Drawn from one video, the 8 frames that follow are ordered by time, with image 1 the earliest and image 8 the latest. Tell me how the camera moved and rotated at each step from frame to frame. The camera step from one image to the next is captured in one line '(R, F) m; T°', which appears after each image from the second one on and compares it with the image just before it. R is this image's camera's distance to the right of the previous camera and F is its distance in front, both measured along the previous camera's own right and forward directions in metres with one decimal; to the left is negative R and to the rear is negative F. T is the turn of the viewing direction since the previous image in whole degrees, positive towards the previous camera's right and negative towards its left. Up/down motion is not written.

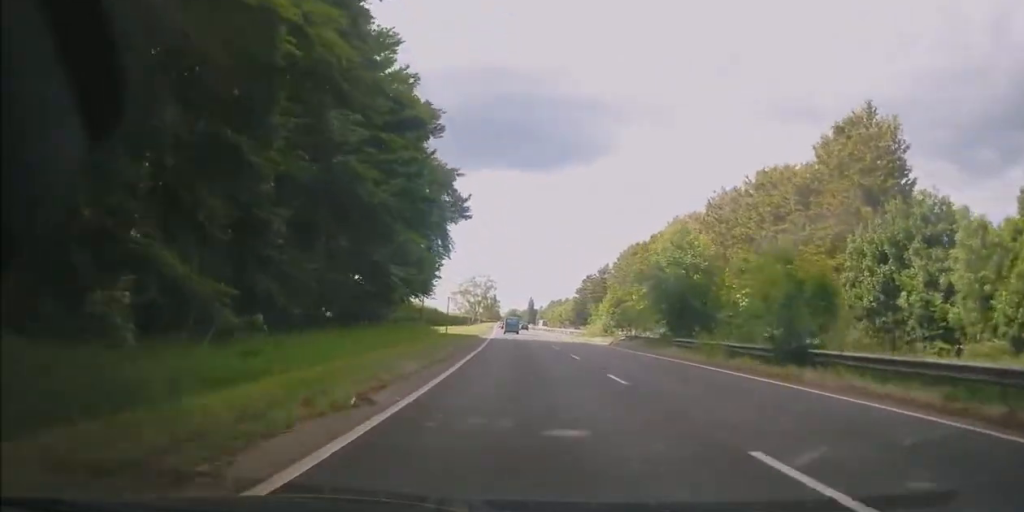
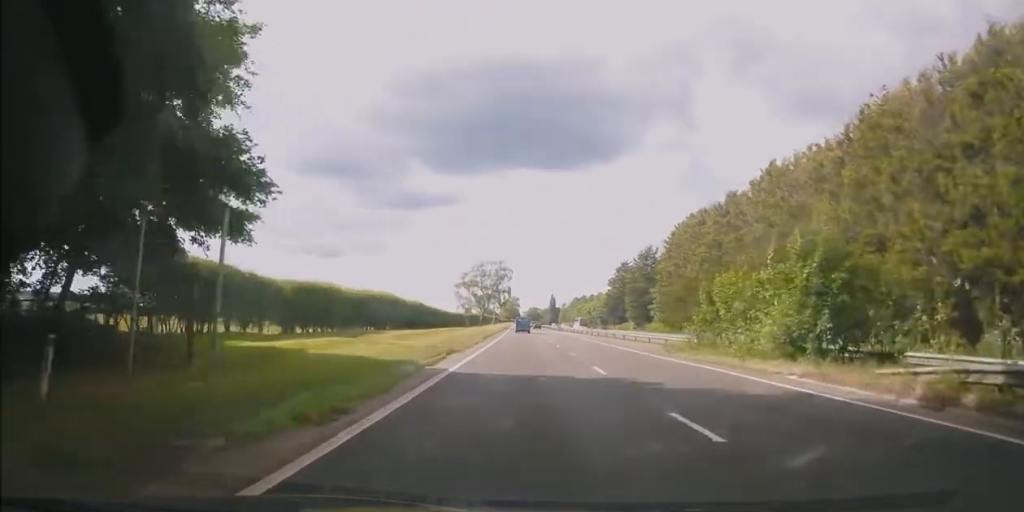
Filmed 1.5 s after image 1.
(-1.5, +32.8) m; -2°
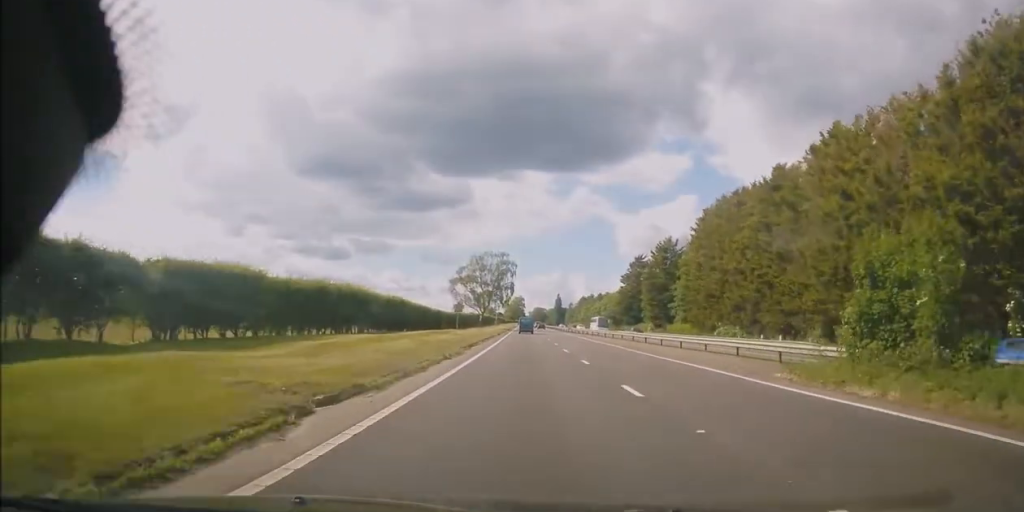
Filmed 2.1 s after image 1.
(+0.1, +13.7) m; 0°
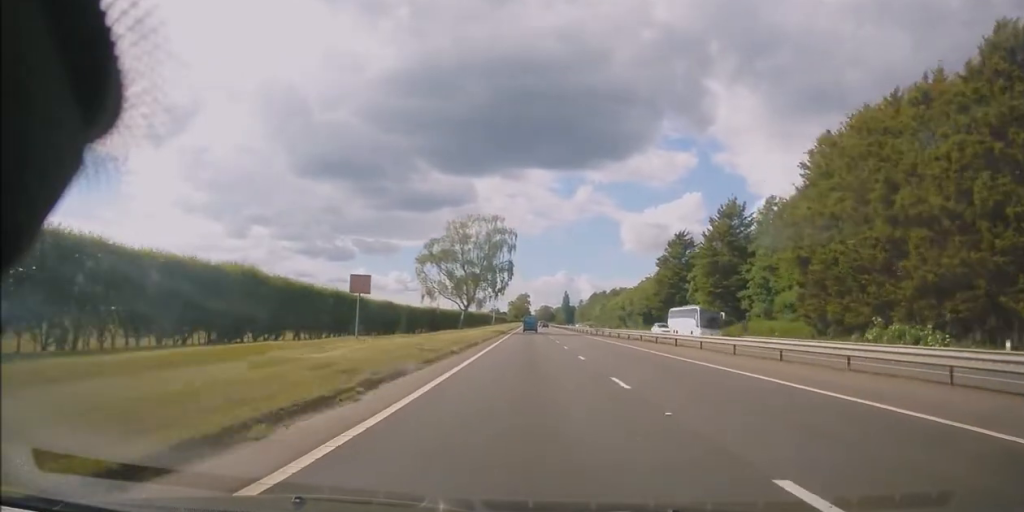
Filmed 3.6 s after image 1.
(-0.1, +36.0) m; 0°
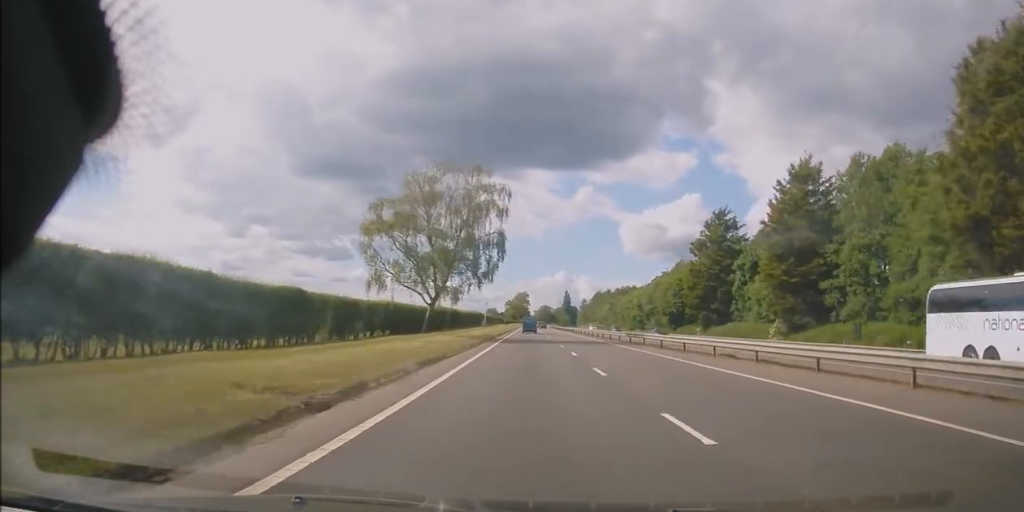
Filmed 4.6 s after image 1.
(+0.1, +23.7) m; 0°
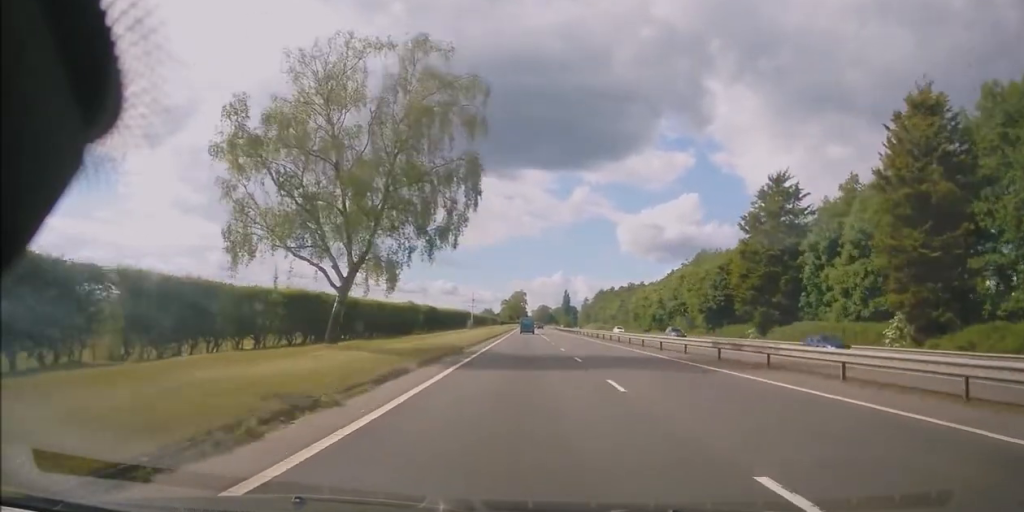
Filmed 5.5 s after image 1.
(-0.1, +22.1) m; -1°
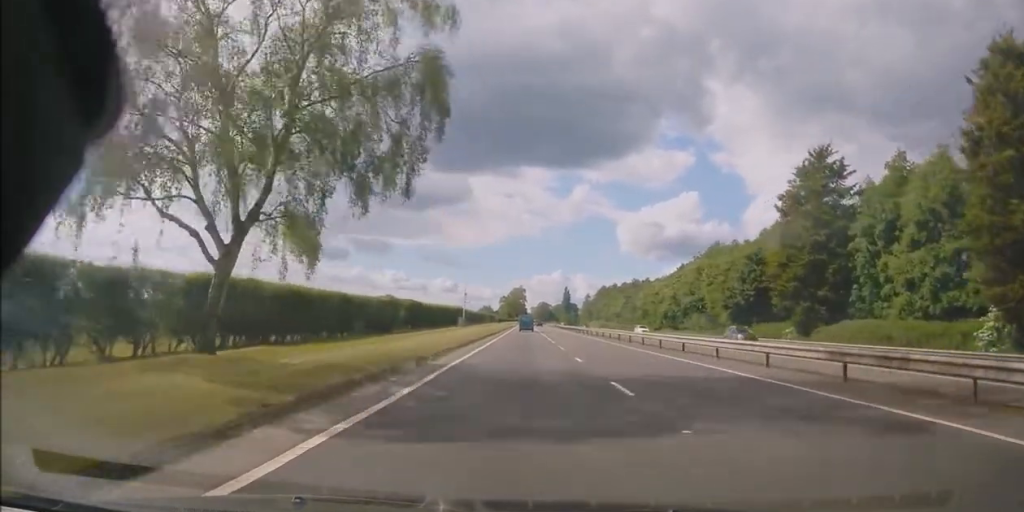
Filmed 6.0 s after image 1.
(0.0, +10.3) m; 0°
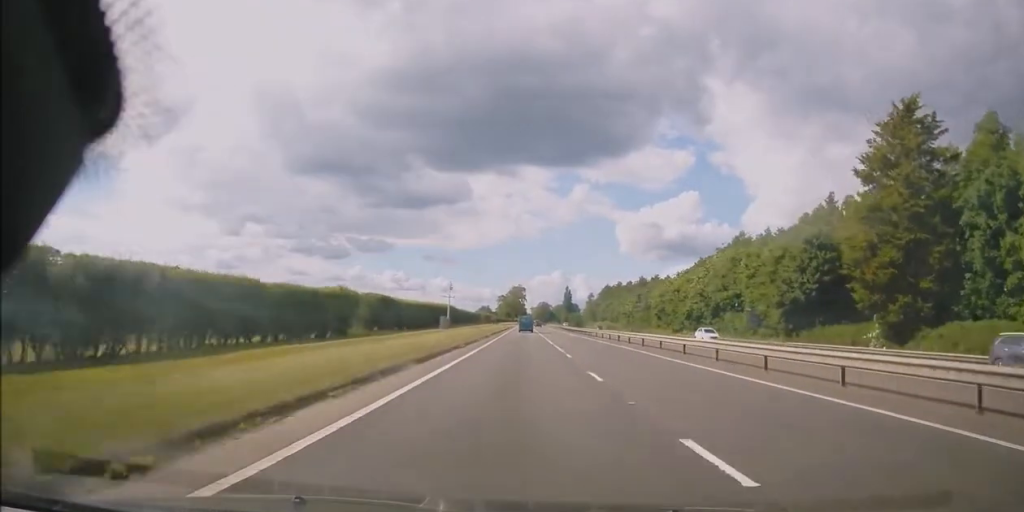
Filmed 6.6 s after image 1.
(0.0, +15.1) m; 0°
